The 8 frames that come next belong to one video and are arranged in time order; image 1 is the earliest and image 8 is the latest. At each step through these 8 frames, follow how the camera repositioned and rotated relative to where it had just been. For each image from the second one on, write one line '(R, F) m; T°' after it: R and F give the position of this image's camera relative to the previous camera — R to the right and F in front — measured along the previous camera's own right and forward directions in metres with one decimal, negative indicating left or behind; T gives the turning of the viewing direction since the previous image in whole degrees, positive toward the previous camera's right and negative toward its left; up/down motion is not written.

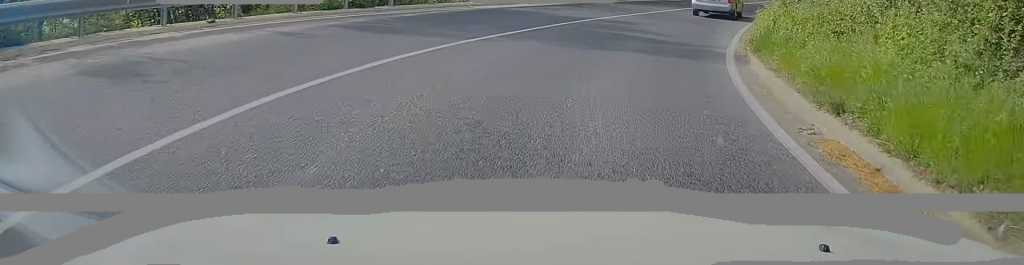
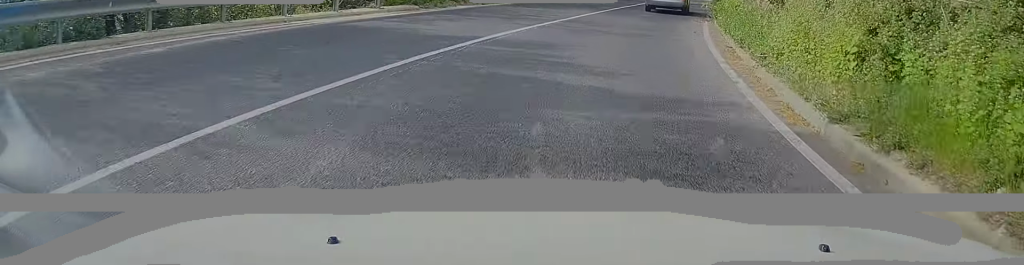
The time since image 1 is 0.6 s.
(+0.8, +7.2) m; +9°
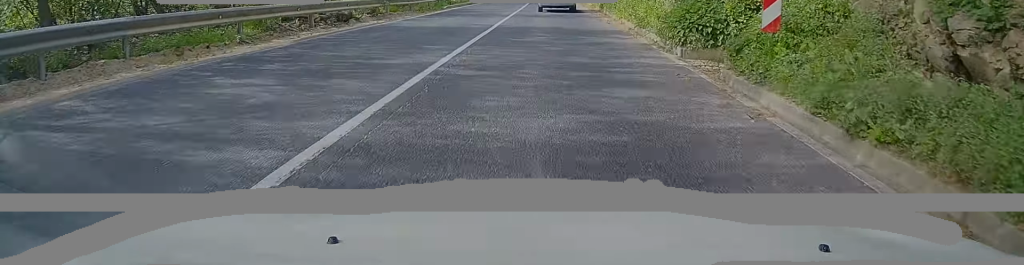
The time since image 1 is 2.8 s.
(+4.8, +25.0) m; +16°
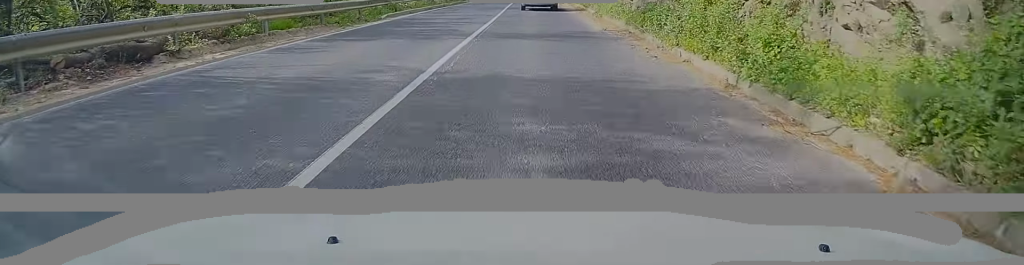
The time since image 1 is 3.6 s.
(+0.1, +10.5) m; +1°
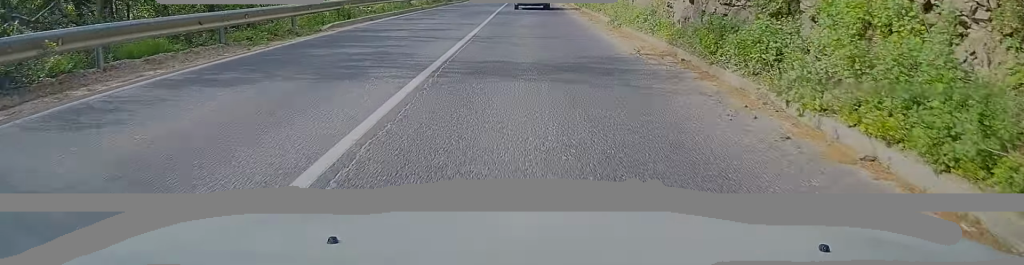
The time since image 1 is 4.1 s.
(0.0, +6.1) m; 0°
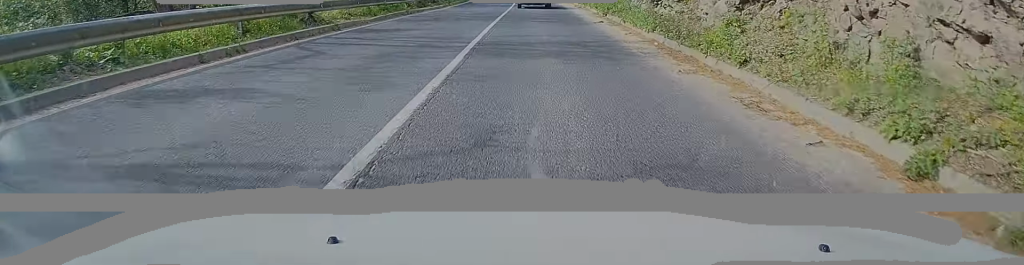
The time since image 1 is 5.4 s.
(0.0, +15.8) m; 0°
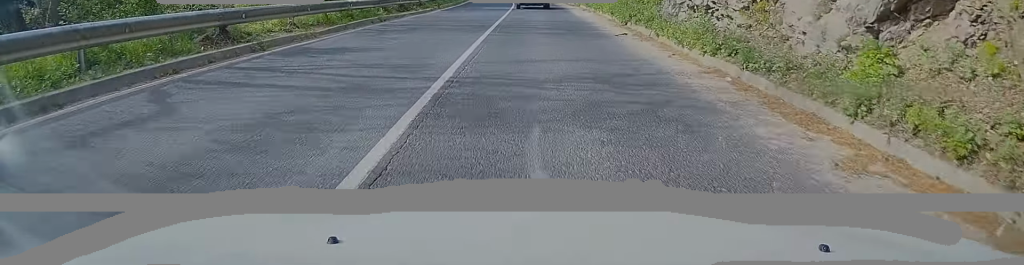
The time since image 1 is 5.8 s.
(0.0, +5.0) m; 0°
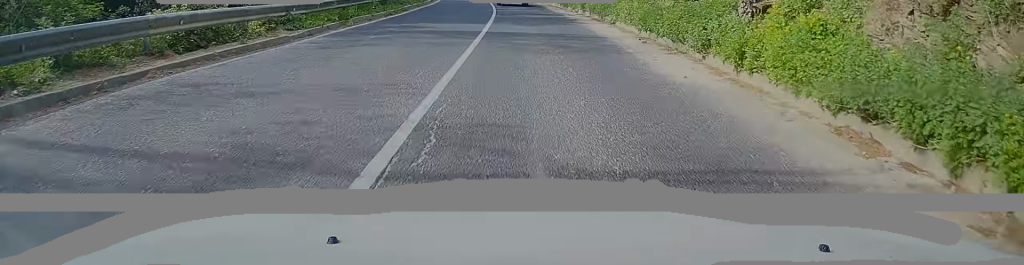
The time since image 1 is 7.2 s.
(0.0, +18.1) m; +1°
